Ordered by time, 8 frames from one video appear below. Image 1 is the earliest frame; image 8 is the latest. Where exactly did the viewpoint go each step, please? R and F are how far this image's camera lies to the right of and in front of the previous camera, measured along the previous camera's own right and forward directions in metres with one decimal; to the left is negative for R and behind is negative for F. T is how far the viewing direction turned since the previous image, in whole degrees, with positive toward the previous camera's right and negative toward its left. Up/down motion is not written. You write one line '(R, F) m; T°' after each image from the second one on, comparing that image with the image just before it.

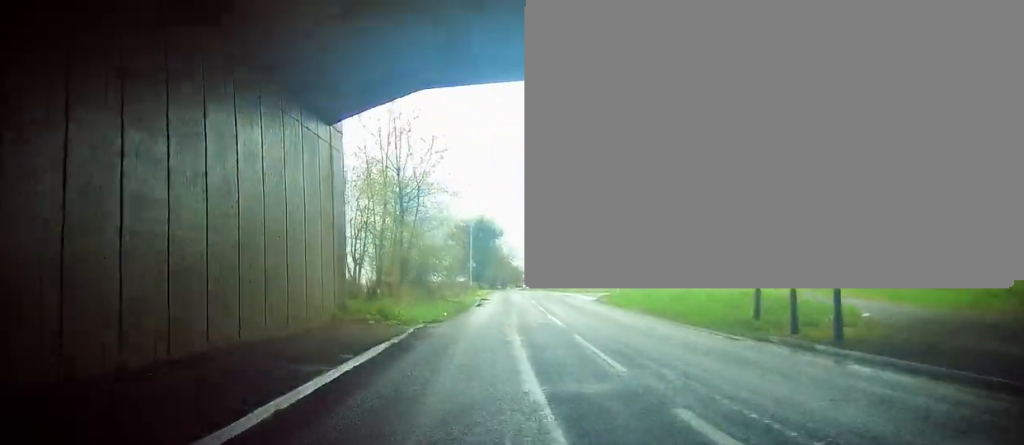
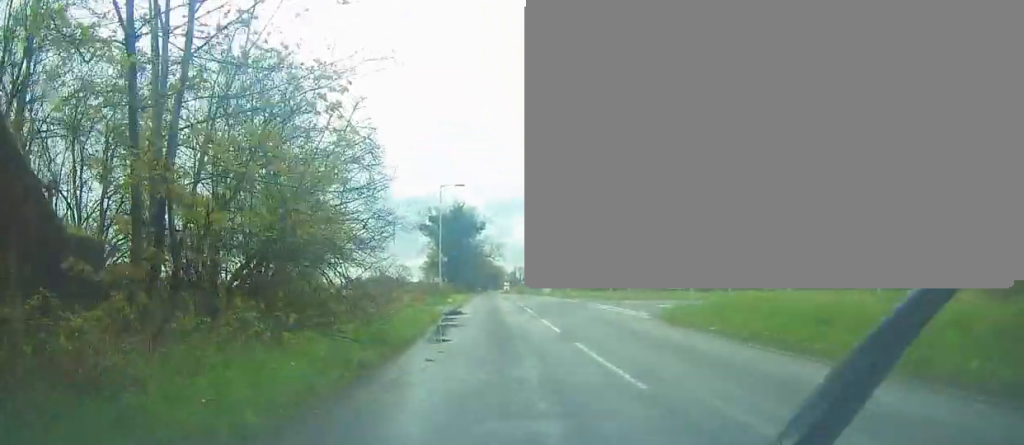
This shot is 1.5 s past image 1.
(+1.6, +19.5) m; +6°
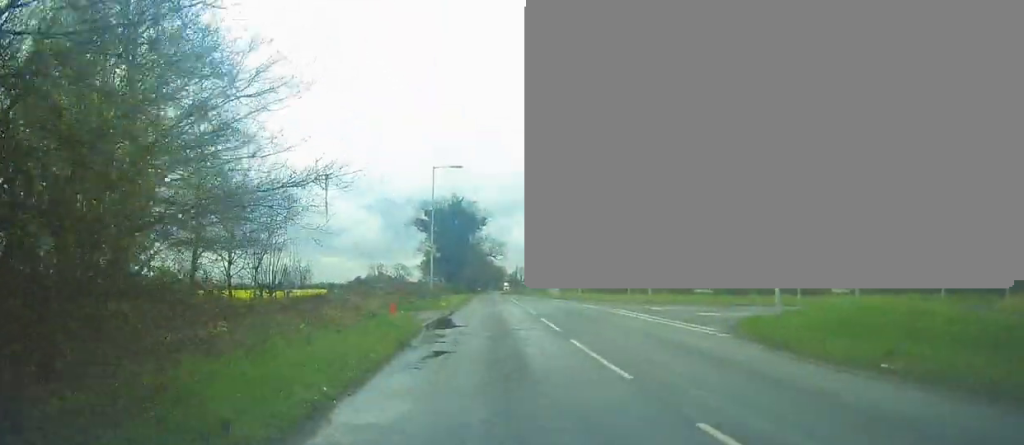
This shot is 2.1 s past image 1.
(+0.2, +7.9) m; -1°
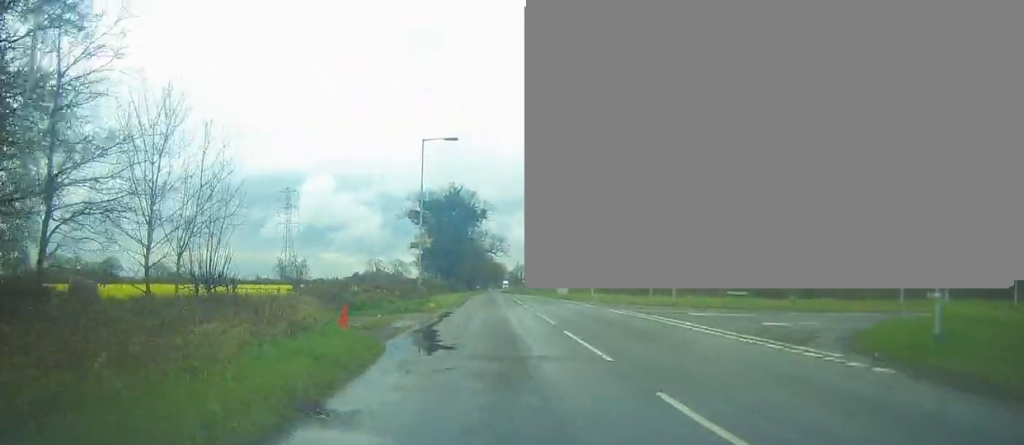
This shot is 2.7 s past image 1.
(-0.4, +7.3) m; -2°
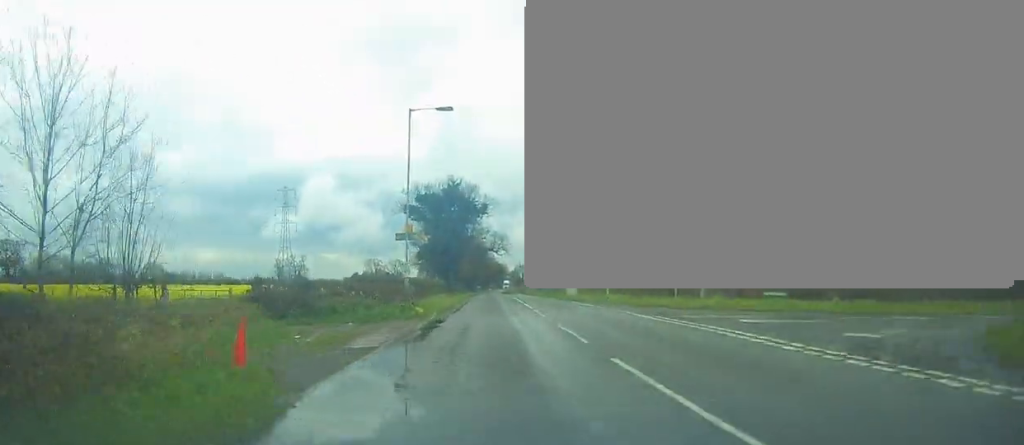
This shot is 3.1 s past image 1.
(-0.1, +6.0) m; 0°
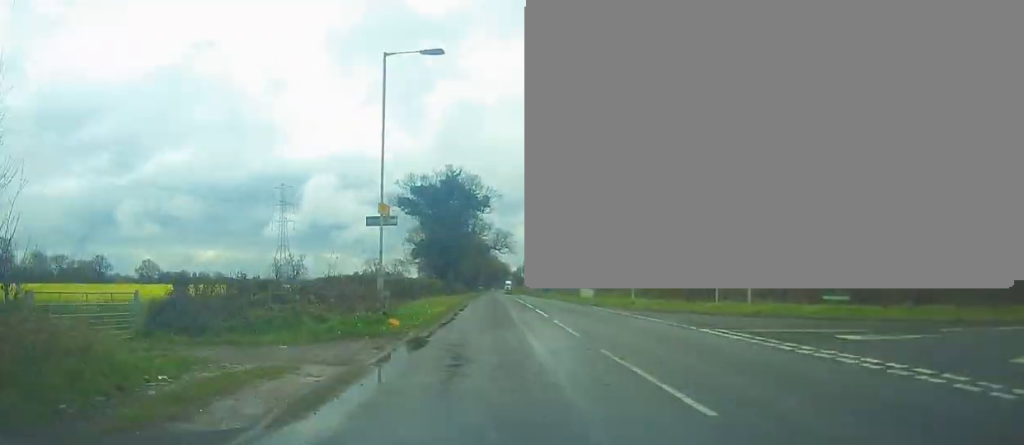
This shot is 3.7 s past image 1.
(0.0, +7.2) m; +1°
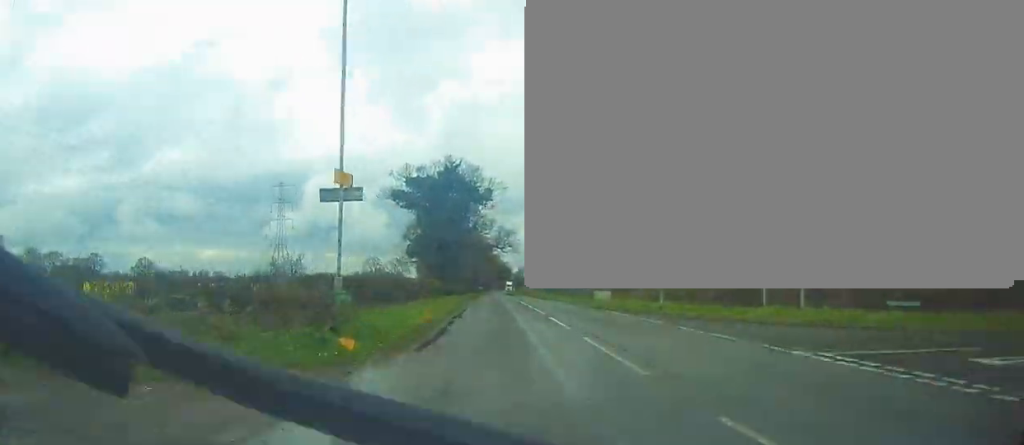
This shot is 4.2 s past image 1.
(+0.1, +6.0) m; 0°
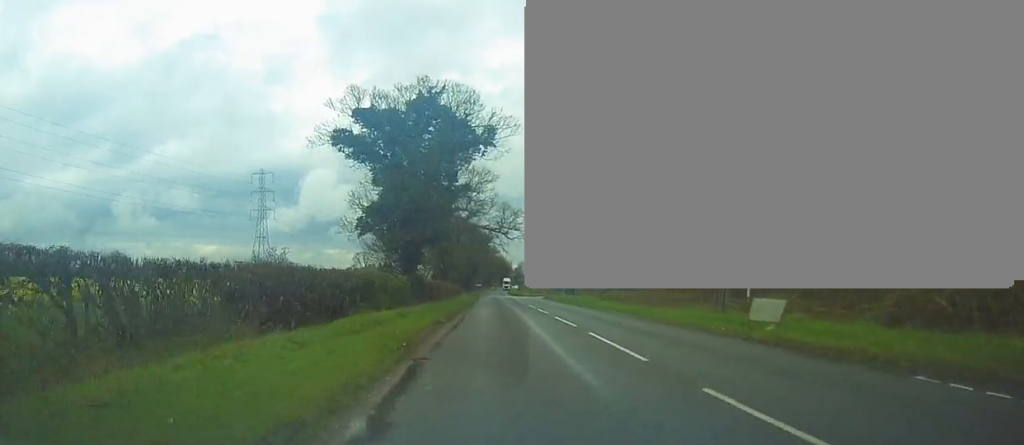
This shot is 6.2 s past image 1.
(-0.3, +26.0) m; -1°
